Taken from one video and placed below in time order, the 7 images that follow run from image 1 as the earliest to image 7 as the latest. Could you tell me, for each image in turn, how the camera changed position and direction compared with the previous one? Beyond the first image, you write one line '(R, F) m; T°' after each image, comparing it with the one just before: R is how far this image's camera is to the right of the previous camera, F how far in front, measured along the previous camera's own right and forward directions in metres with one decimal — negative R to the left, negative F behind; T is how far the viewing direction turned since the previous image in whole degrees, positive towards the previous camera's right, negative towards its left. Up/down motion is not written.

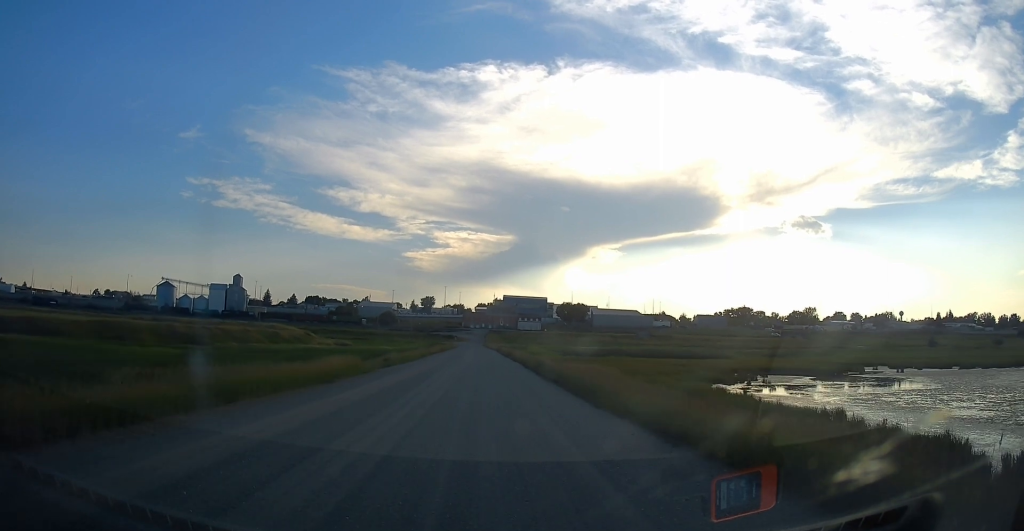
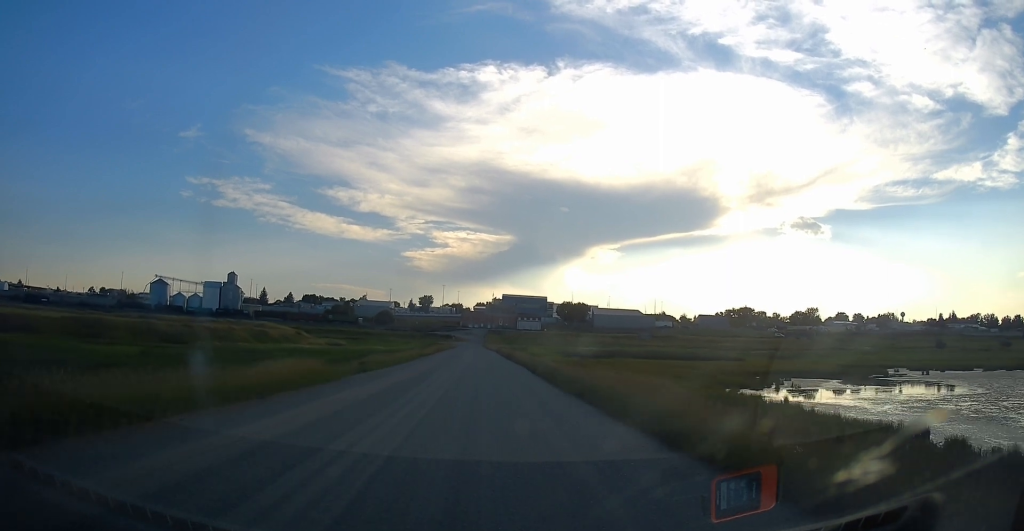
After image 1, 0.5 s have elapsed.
(+0.4, +6.8) m; +1°
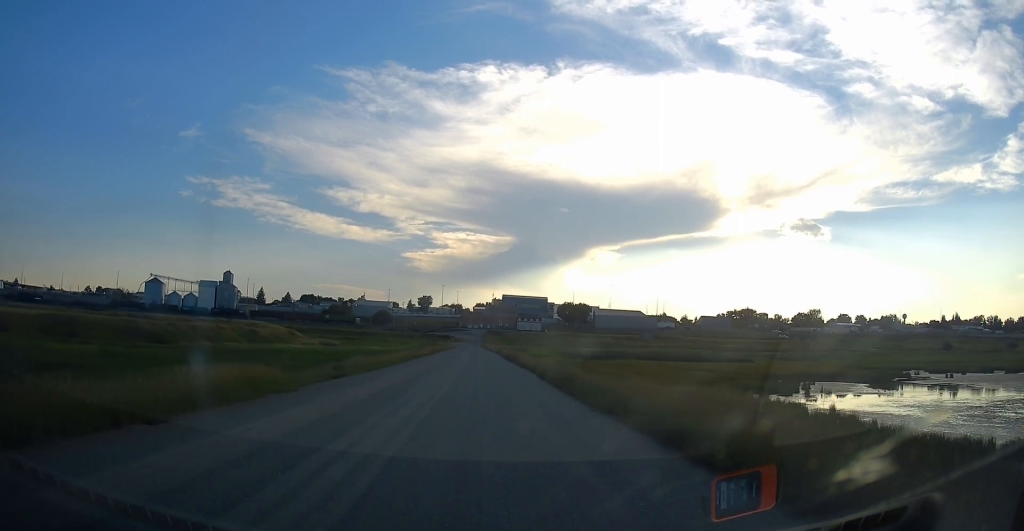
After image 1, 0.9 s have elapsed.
(+0.1, +5.8) m; 0°
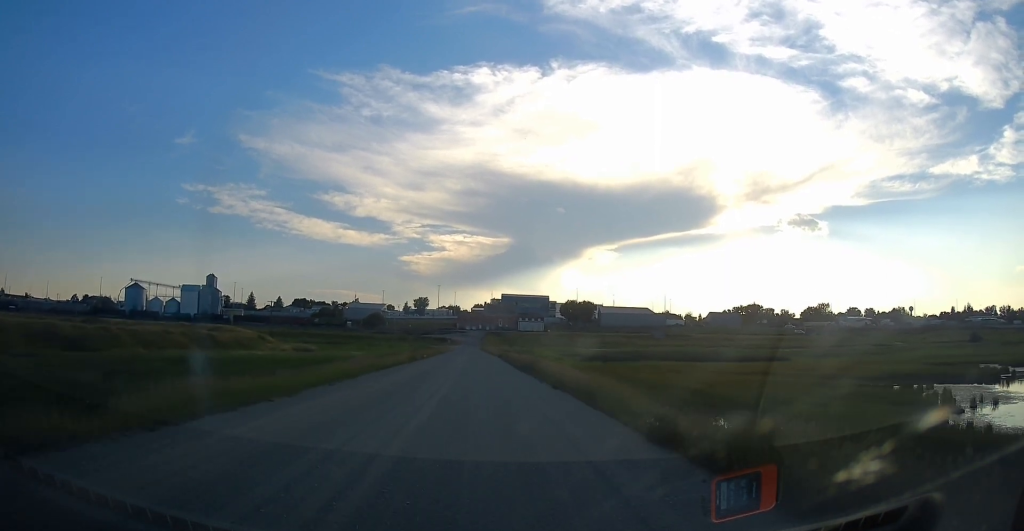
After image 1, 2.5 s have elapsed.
(-0.7, +20.4) m; -2°
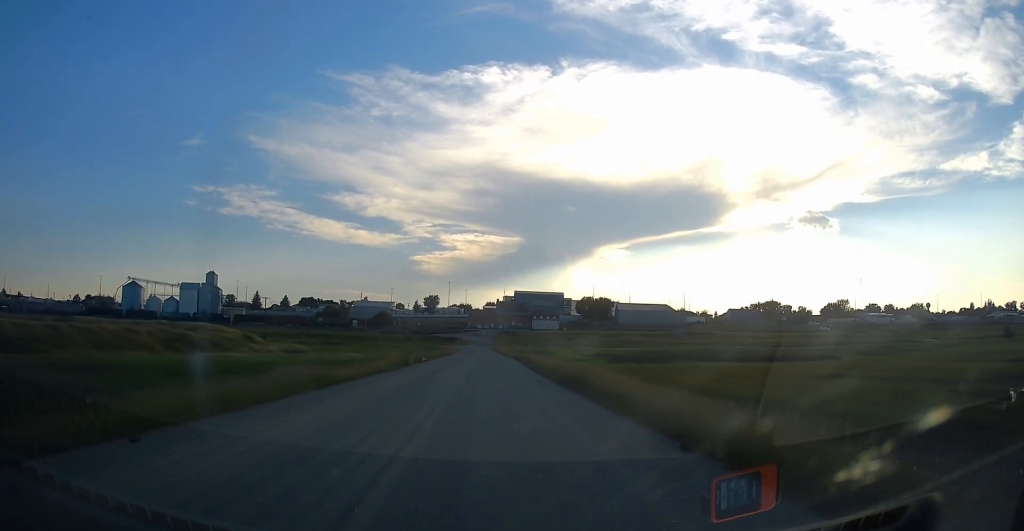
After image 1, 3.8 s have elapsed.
(0.0, +14.7) m; 0°
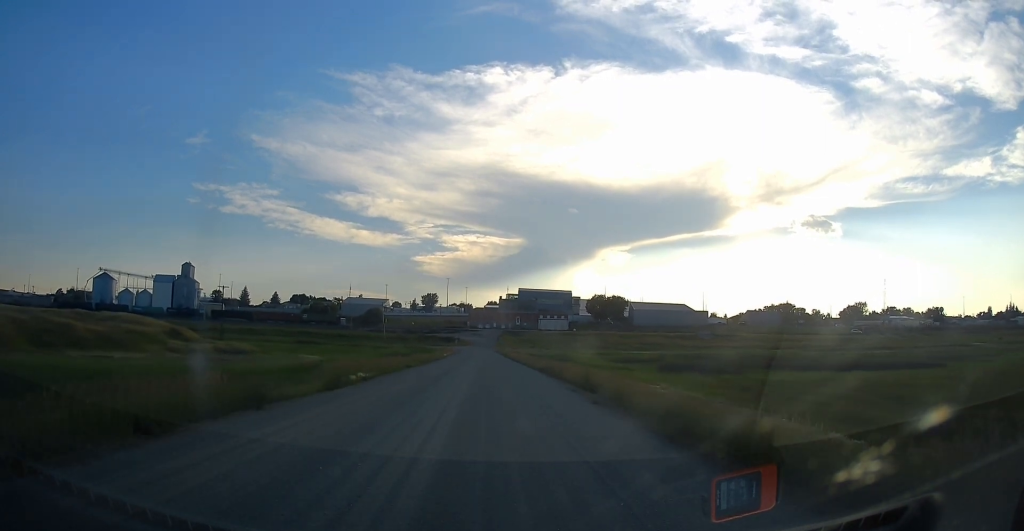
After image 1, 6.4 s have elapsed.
(-0.1, +29.0) m; 0°
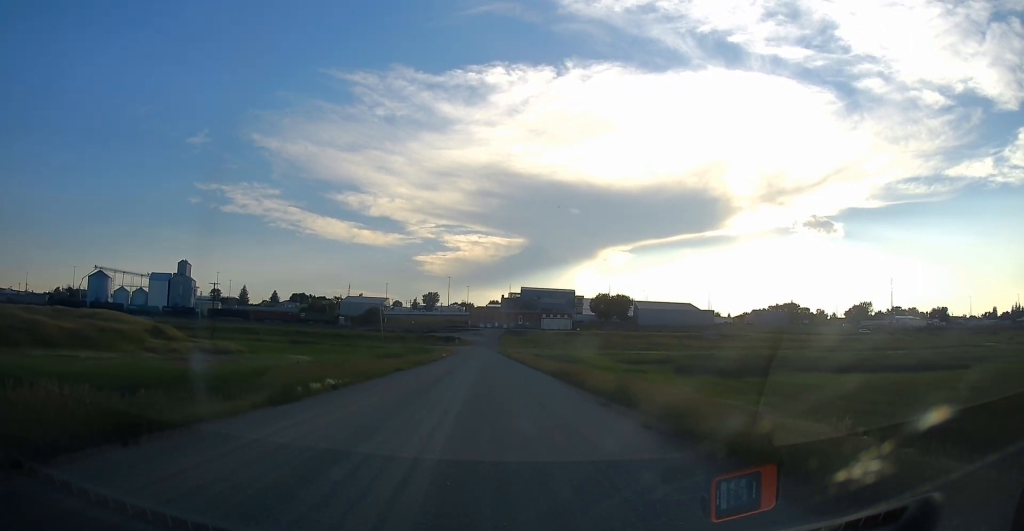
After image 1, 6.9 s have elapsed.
(0.0, +5.8) m; 0°
